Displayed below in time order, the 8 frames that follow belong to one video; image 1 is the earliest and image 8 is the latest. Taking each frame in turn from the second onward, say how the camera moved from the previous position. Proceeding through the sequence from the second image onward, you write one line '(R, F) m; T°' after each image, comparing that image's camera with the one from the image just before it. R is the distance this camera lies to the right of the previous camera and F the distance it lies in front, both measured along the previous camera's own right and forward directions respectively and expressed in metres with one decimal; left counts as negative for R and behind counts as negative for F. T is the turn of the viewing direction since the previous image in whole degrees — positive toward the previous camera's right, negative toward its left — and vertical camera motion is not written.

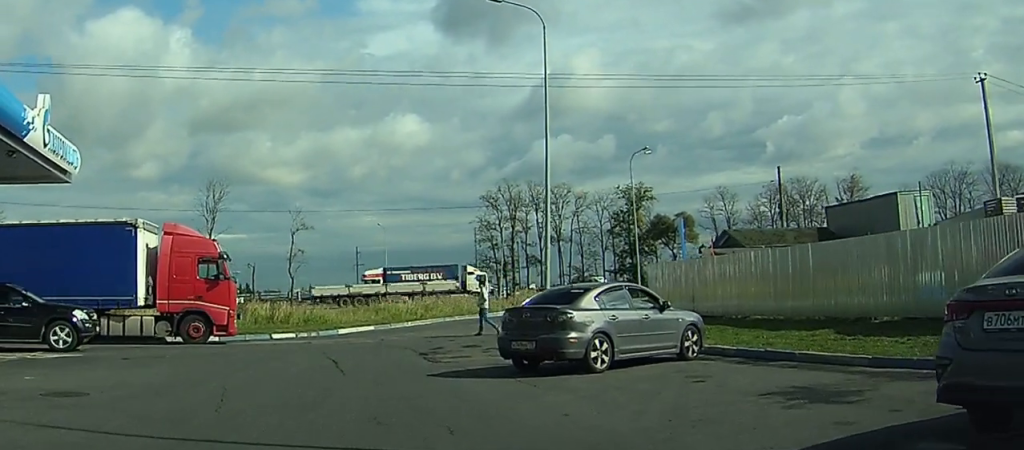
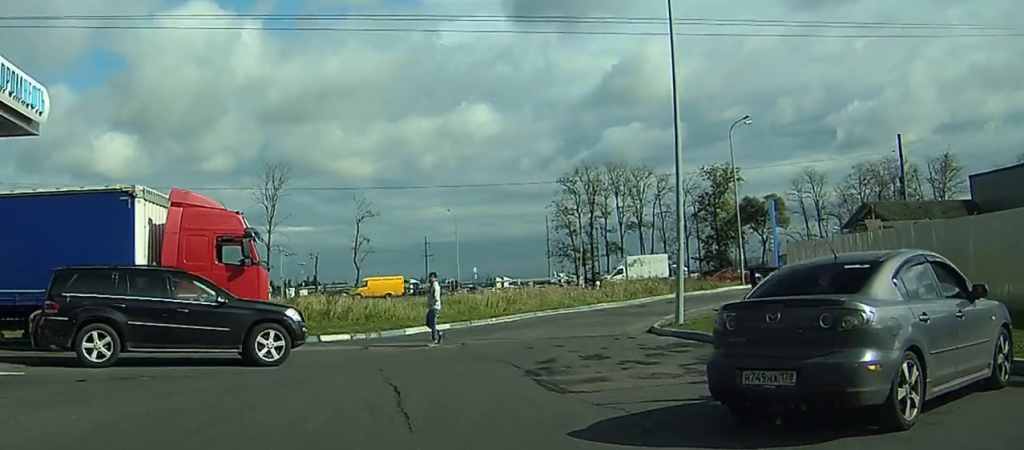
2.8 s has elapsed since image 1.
(+0.6, +6.6) m; -1°
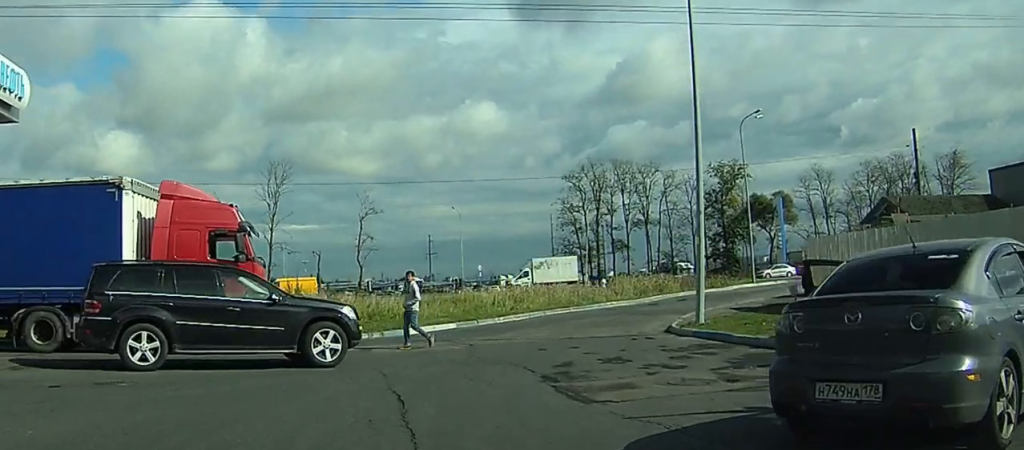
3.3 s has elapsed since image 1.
(-0.1, +1.2) m; -1°
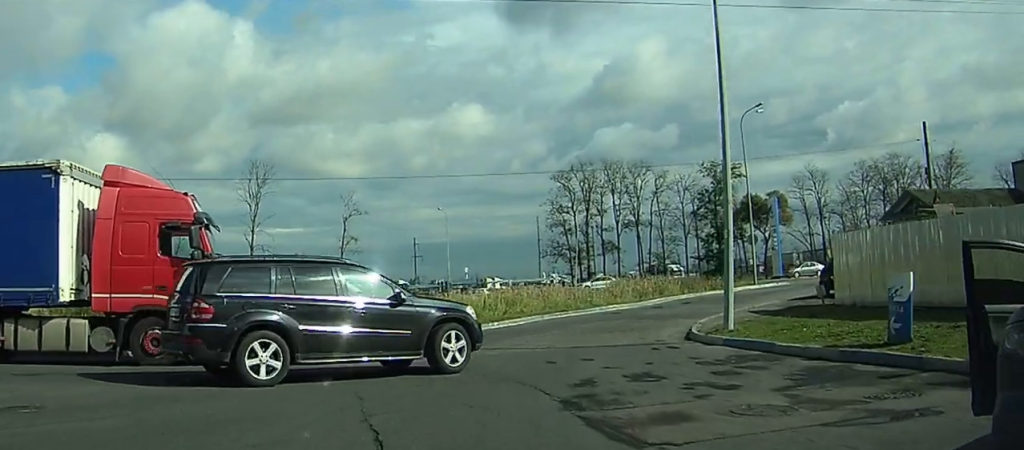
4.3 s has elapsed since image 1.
(0.0, +2.7) m; -1°
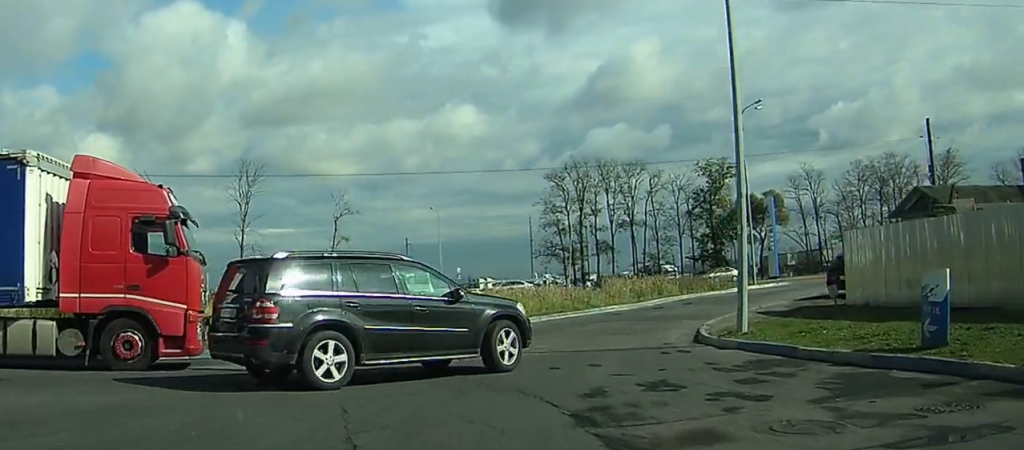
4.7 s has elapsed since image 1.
(+0.1, +1.2) m; -1°
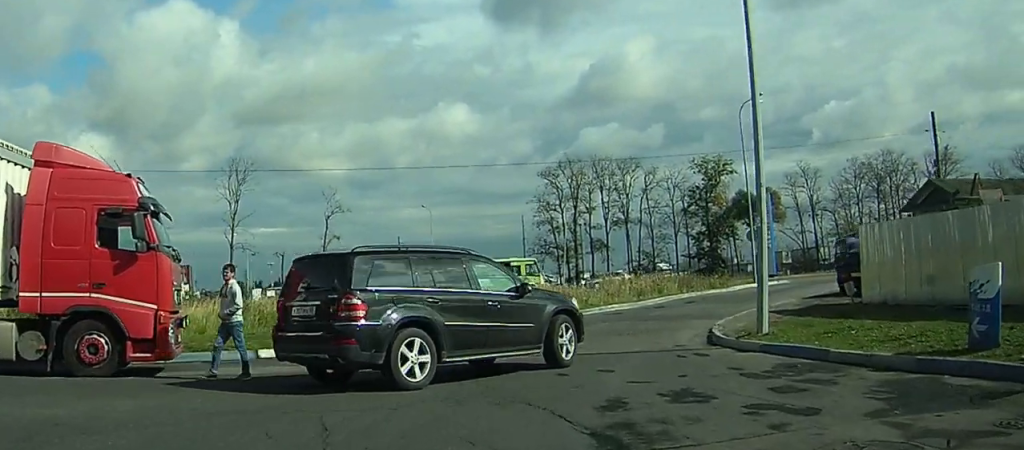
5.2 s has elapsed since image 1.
(-0.1, +1.4) m; -2°
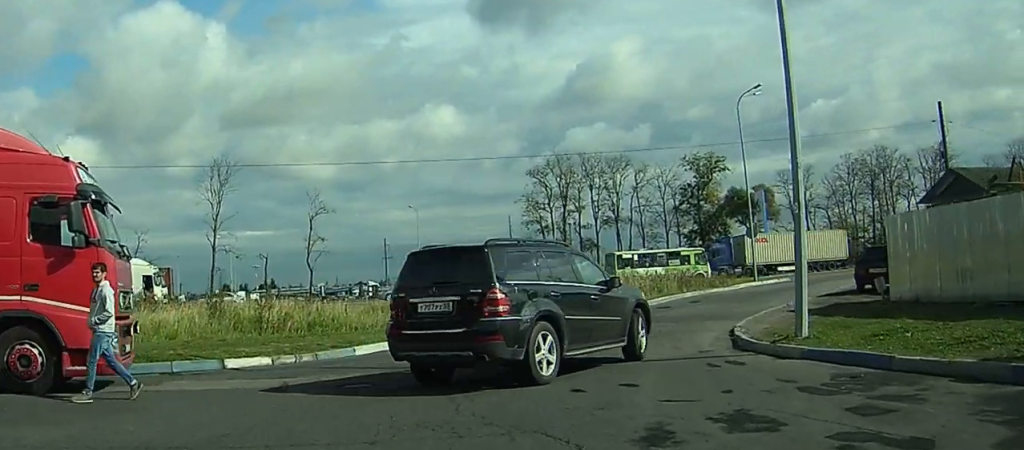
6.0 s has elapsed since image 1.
(-0.1, +2.3) m; 0°
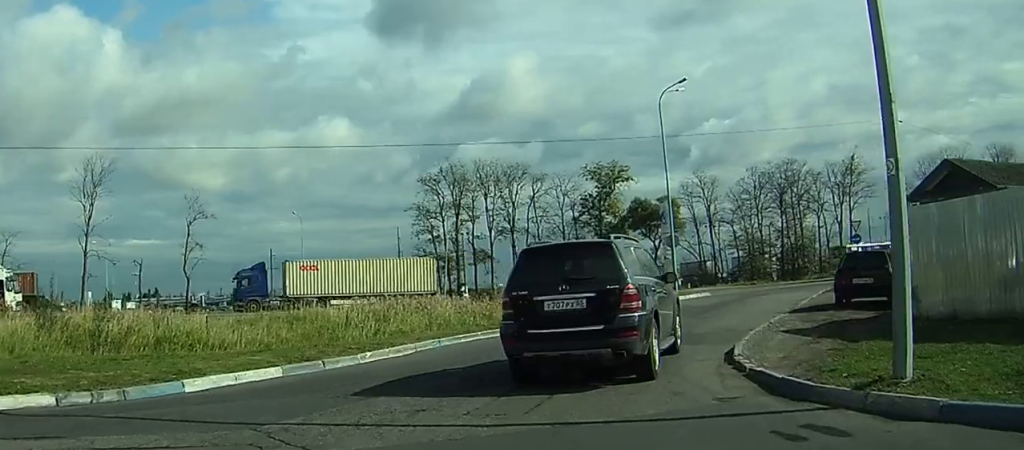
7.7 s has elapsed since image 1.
(+0.3, +5.4) m; +11°
